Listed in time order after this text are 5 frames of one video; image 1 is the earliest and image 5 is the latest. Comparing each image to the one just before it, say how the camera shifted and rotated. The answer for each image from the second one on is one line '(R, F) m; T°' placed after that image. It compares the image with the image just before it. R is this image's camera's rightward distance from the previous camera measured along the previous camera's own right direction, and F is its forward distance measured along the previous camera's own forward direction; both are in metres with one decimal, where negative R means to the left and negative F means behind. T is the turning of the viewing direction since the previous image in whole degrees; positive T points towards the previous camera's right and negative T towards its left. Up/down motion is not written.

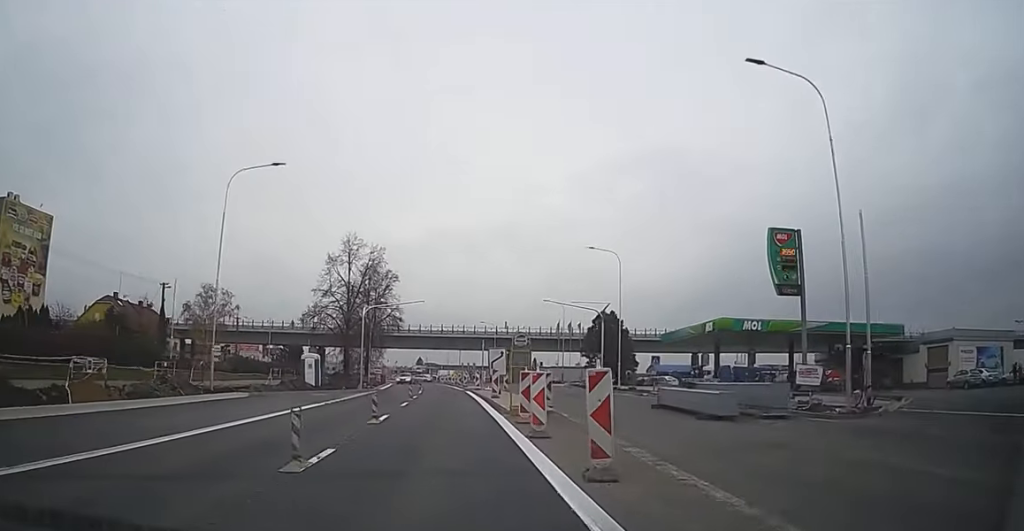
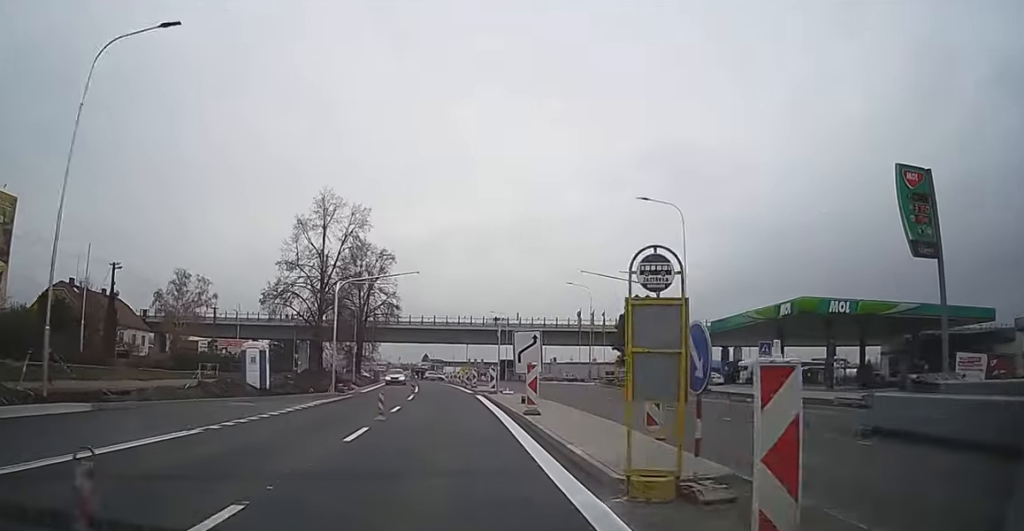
(-0.1, +14.0) m; 0°
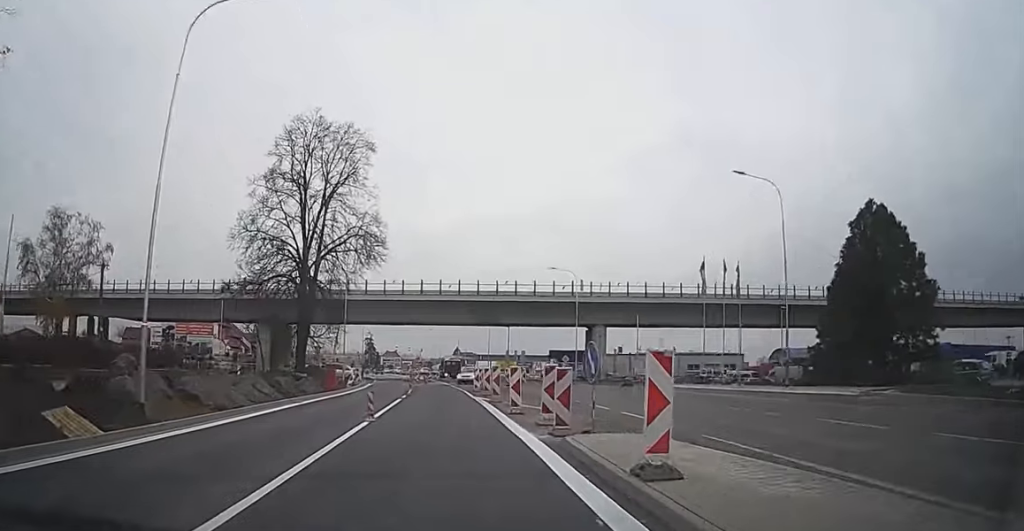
(0.0, +41.9) m; -3°
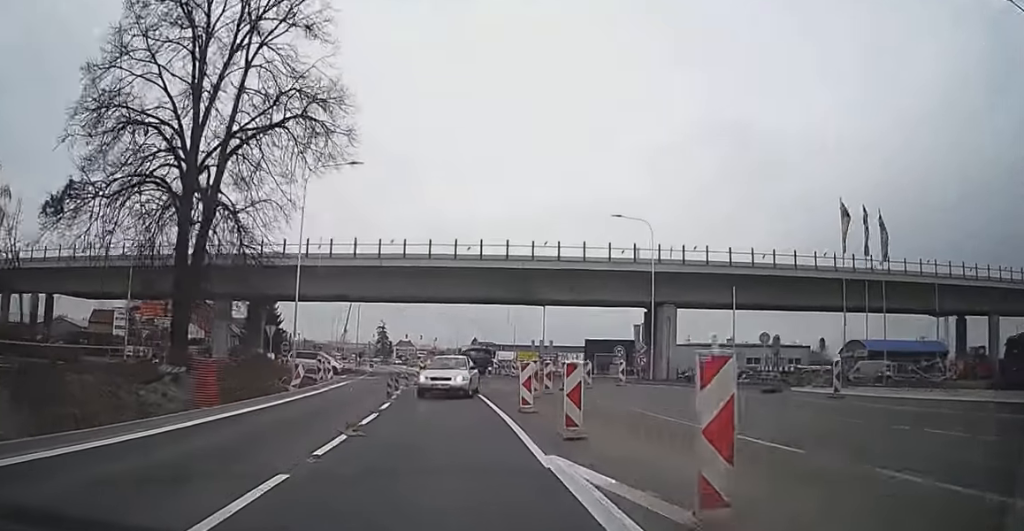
(-0.8, +22.4) m; -2°
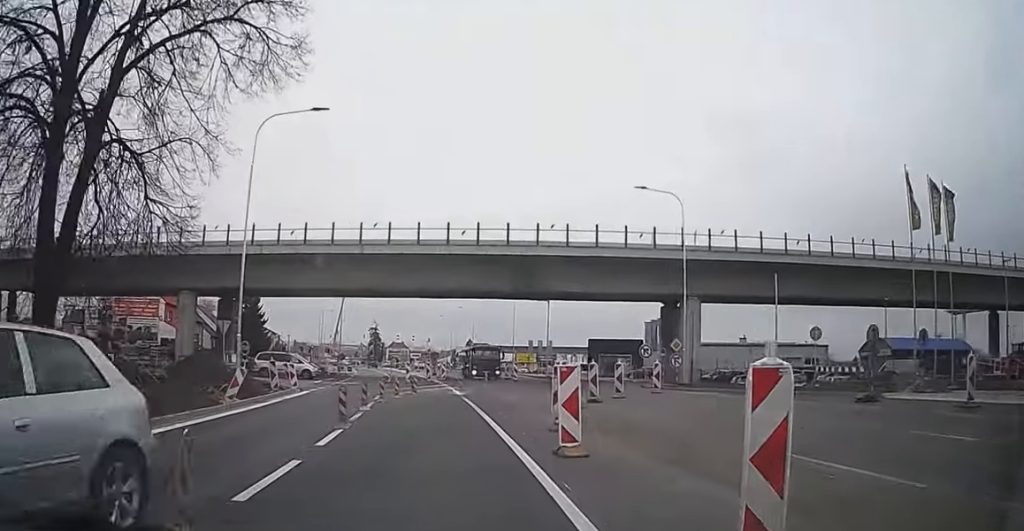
(-0.1, +16.1) m; -1°
